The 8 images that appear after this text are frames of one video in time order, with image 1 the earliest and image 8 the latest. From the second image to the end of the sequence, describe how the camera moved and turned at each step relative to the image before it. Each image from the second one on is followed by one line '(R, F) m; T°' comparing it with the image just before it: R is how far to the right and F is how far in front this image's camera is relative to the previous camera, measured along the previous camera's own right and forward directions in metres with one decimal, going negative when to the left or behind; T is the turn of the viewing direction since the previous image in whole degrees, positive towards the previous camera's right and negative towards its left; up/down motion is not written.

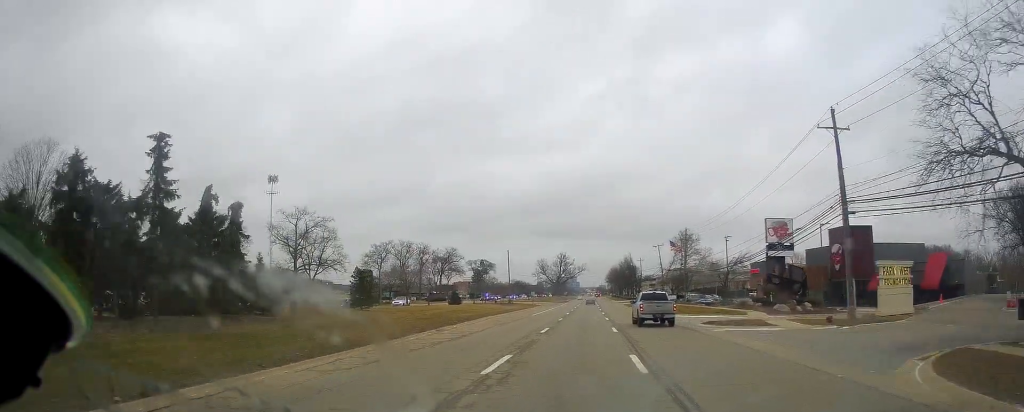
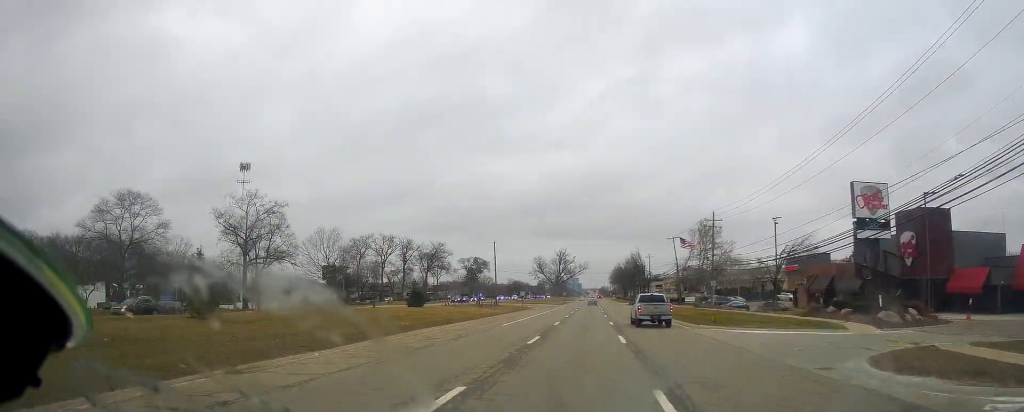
(-0.3, +21.3) m; -2°
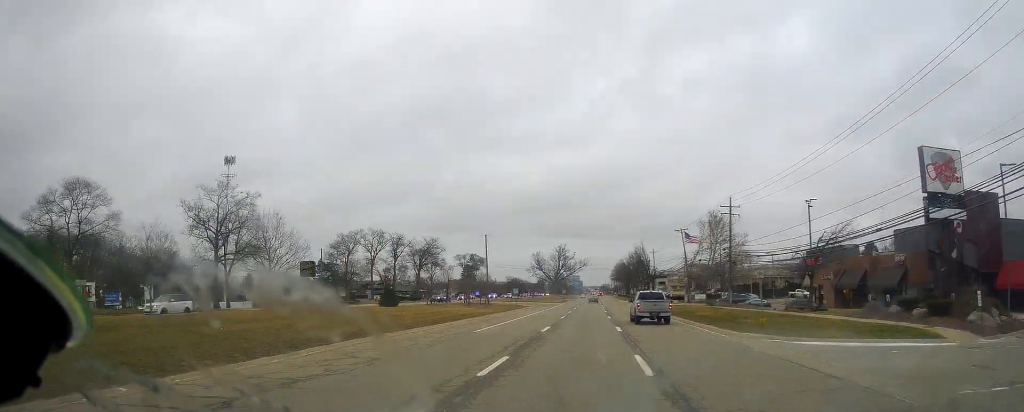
(-0.2, +9.8) m; 0°
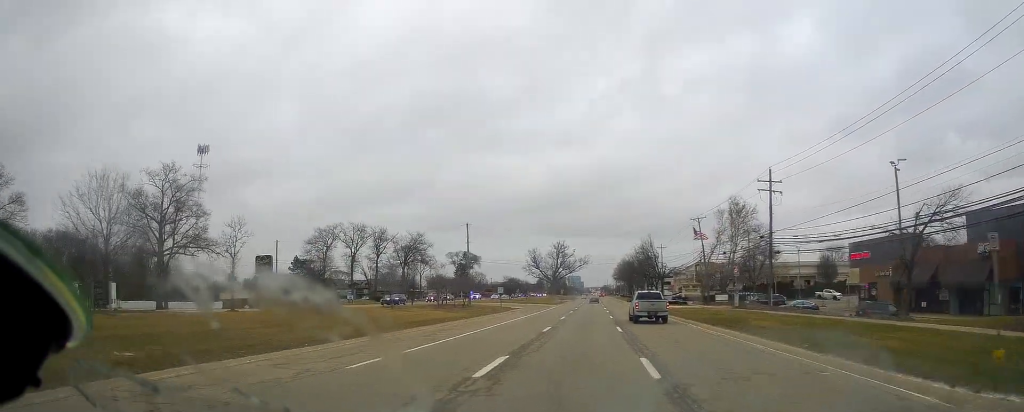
(0.0, +15.9) m; +1°
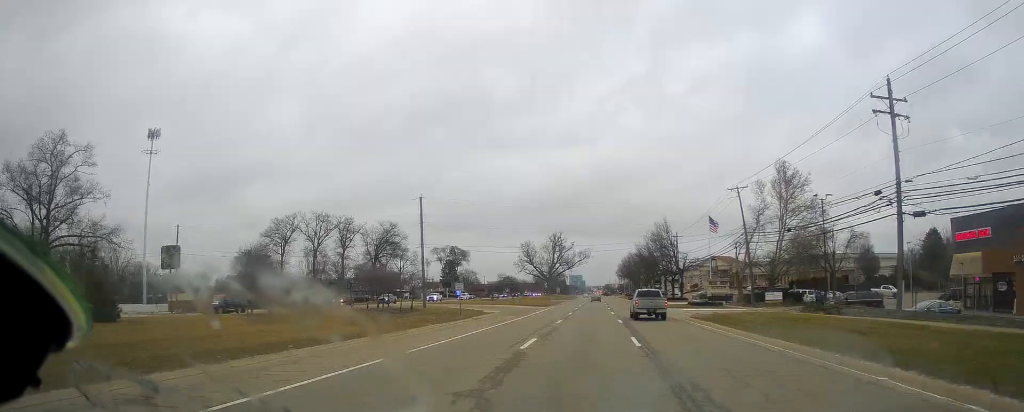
(+0.5, +24.4) m; +2°
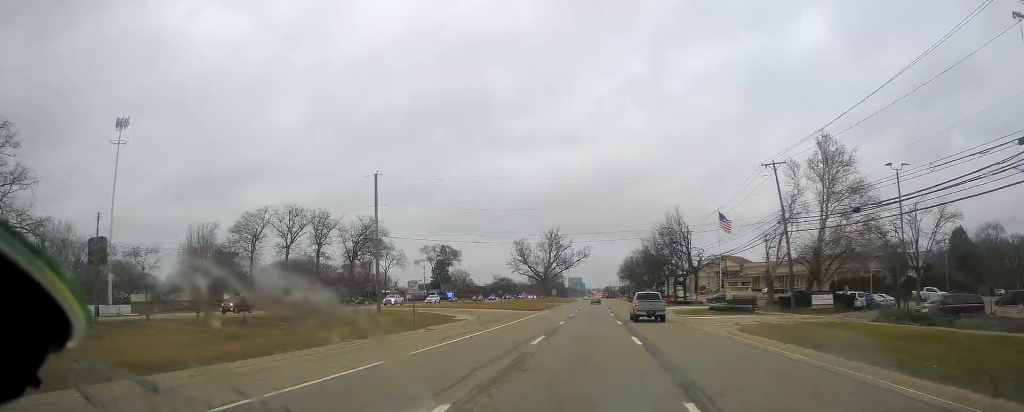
(+0.3, +13.8) m; 0°
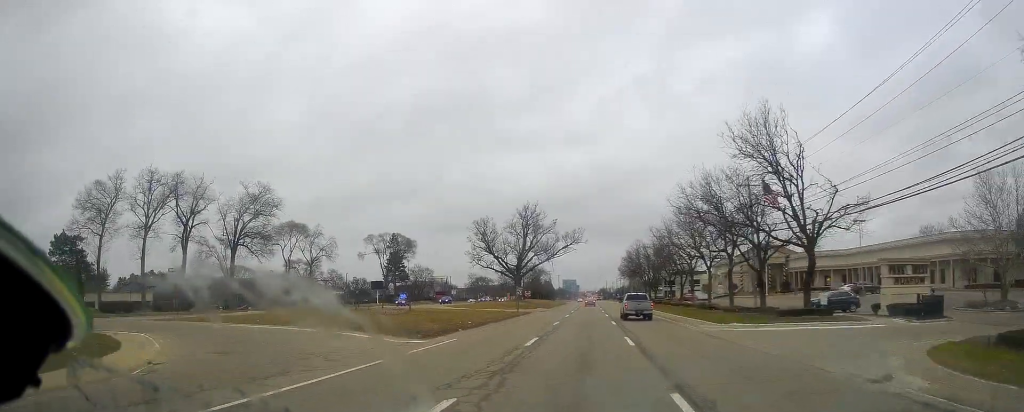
(-1.7, +46.4) m; -2°
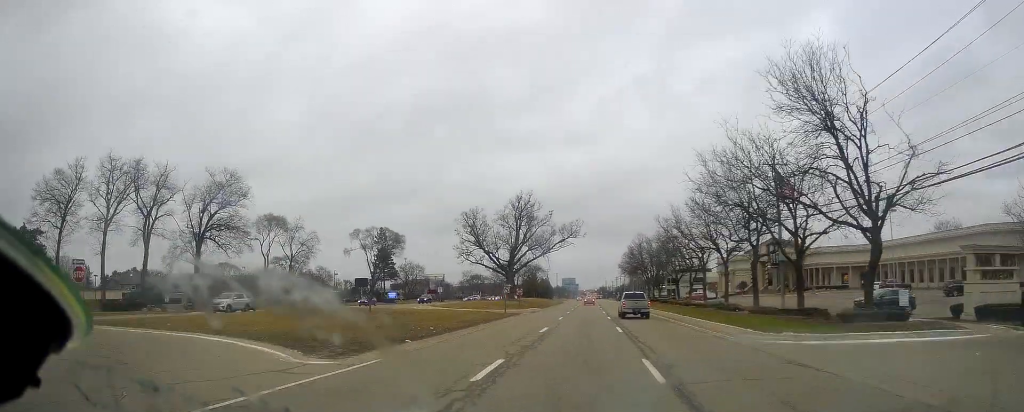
(+0.2, +9.0) m; 0°
